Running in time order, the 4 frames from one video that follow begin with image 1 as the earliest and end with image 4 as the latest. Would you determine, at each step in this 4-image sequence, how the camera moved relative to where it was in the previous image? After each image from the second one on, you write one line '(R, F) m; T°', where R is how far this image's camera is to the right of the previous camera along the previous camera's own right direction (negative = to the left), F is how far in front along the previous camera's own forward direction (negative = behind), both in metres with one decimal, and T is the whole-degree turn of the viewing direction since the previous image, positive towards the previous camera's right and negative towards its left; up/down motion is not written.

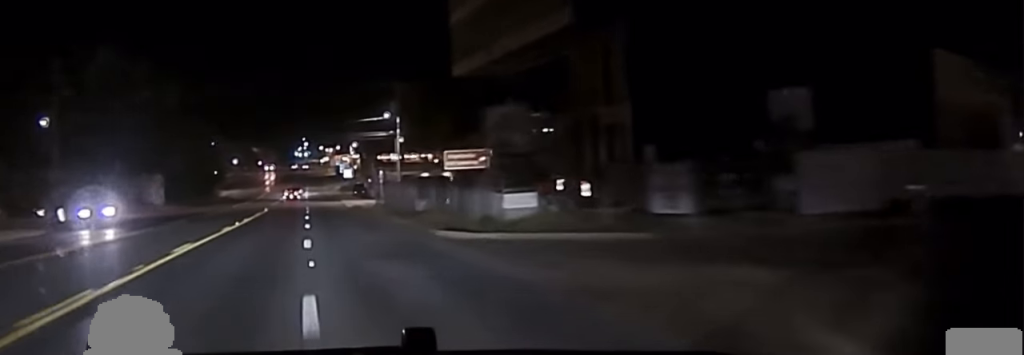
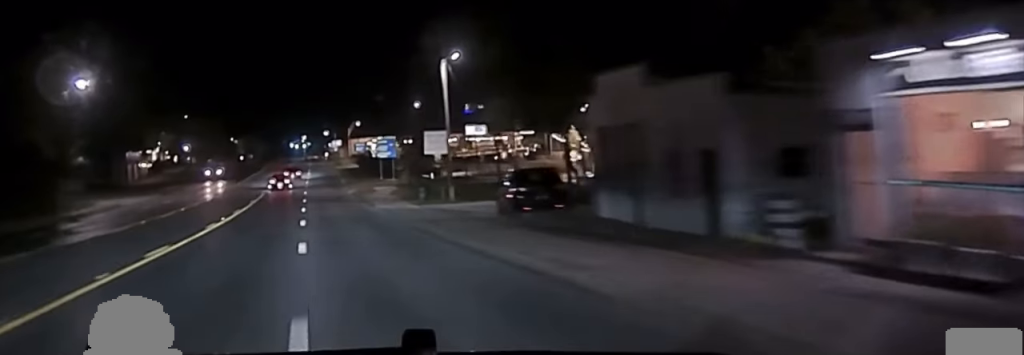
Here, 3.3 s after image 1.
(-1.5, +94.9) m; -1°
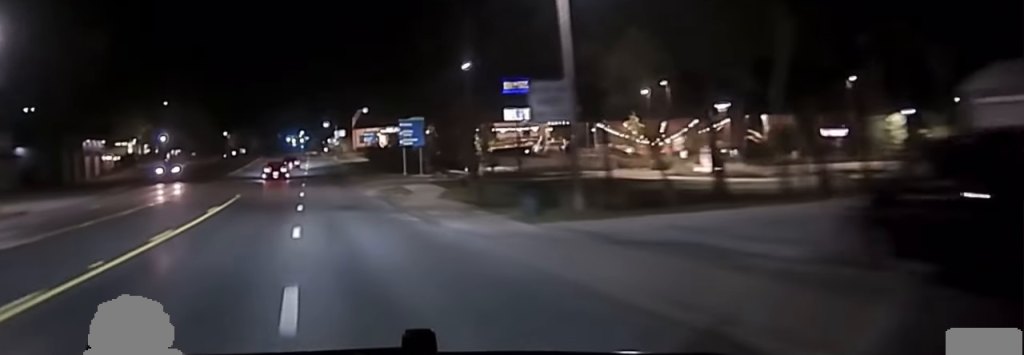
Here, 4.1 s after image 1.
(+0.3, +22.8) m; +1°
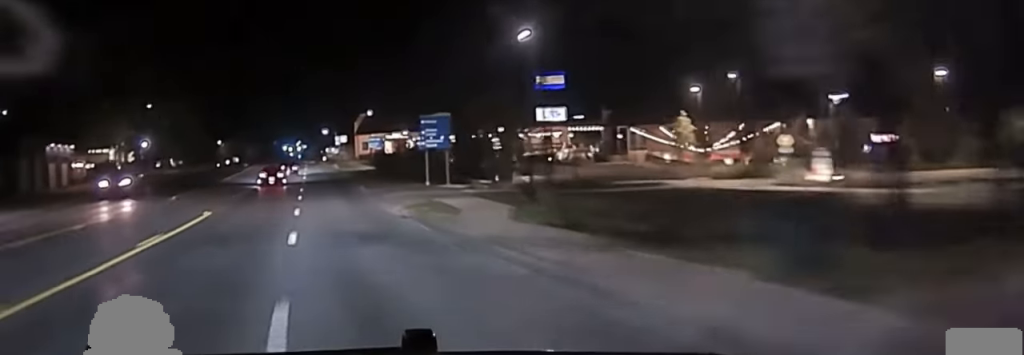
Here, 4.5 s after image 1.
(0.0, +13.7) m; 0°
